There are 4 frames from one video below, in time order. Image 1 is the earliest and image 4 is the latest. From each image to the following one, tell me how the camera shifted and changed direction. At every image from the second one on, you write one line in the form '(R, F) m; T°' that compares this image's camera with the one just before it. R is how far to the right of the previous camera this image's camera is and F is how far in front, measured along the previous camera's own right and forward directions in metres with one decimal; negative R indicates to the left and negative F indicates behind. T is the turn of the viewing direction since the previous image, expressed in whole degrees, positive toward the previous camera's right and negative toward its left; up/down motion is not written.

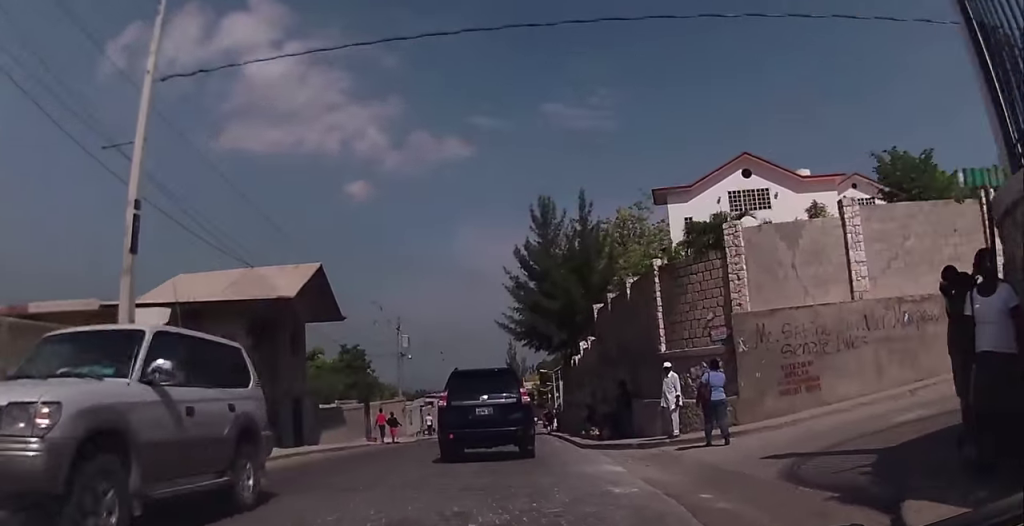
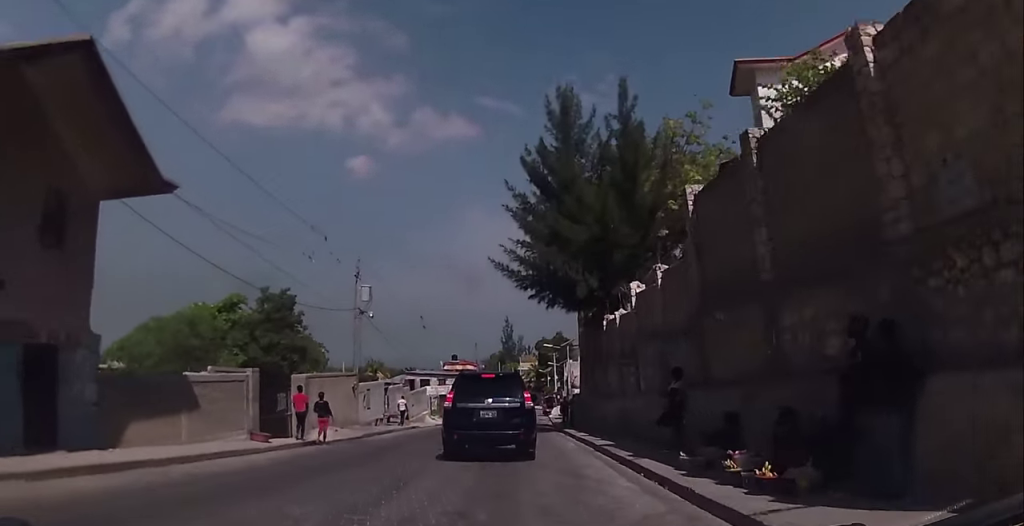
(+0.6, +14.2) m; +3°
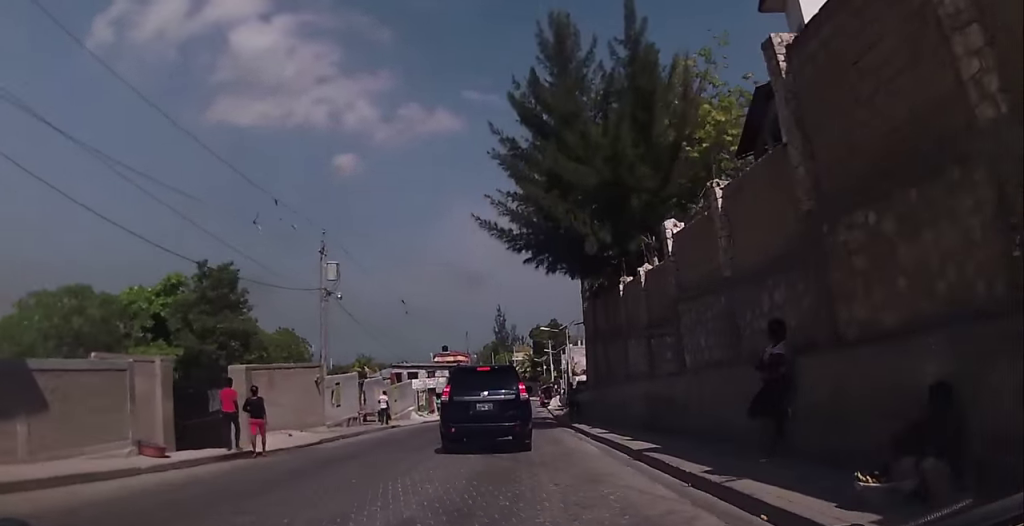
(0.0, +5.6) m; 0°
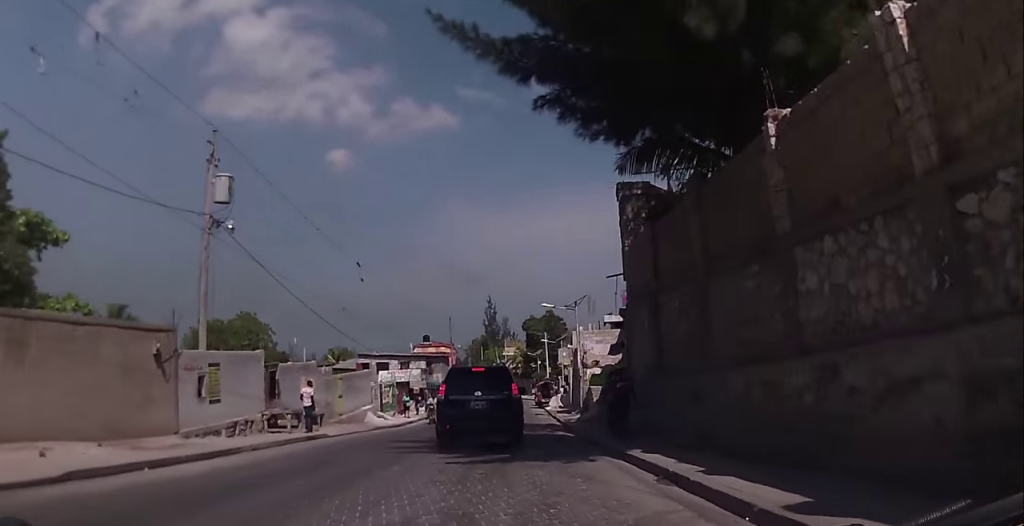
(0.0, +12.9) m; 0°
